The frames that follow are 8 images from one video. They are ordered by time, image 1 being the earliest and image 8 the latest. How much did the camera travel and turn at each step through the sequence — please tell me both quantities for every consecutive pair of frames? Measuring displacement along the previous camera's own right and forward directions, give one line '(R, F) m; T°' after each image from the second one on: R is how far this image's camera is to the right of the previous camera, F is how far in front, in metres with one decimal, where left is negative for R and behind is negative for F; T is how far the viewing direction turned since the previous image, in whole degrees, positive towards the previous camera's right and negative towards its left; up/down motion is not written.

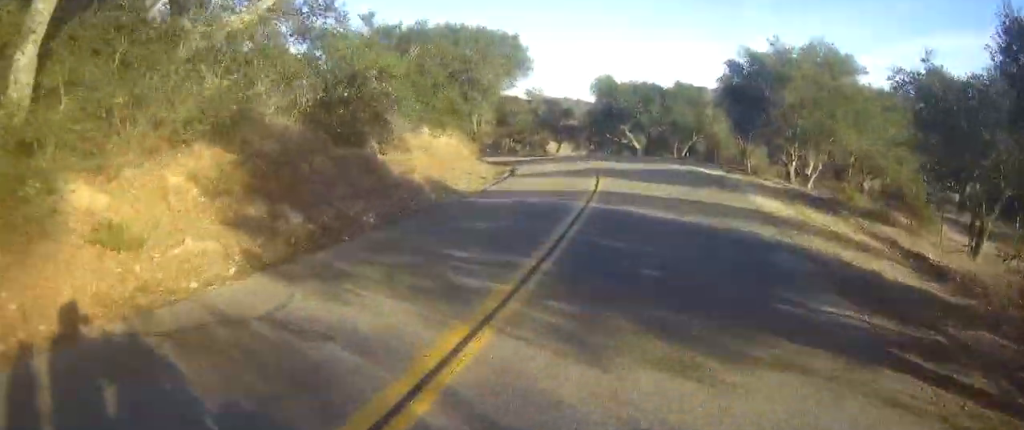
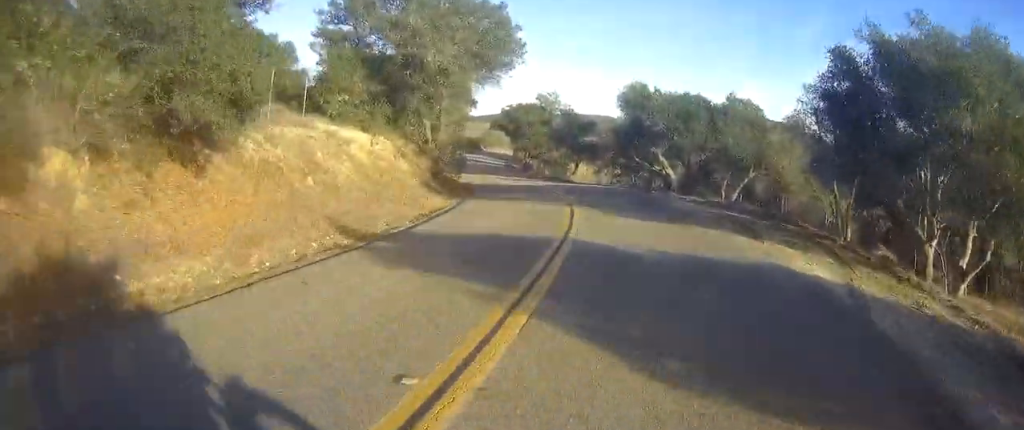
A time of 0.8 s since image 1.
(-0.1, +12.9) m; -4°
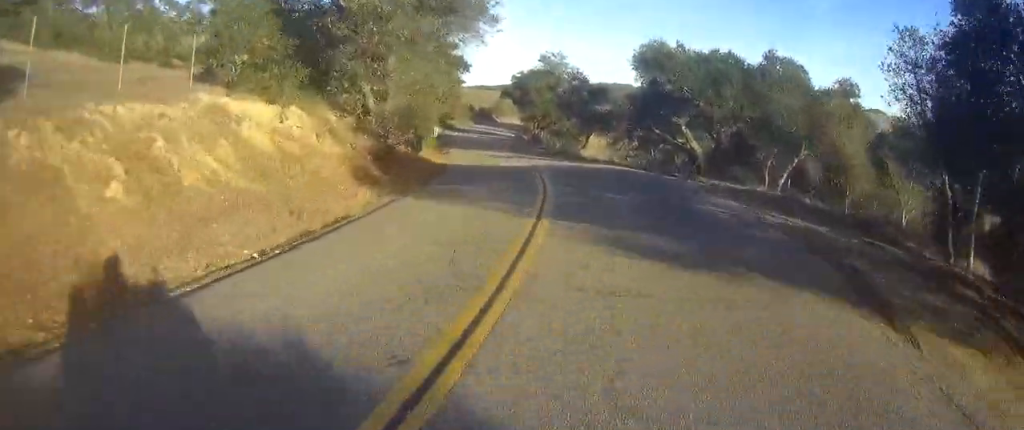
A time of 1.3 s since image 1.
(0.0, +7.1) m; -3°
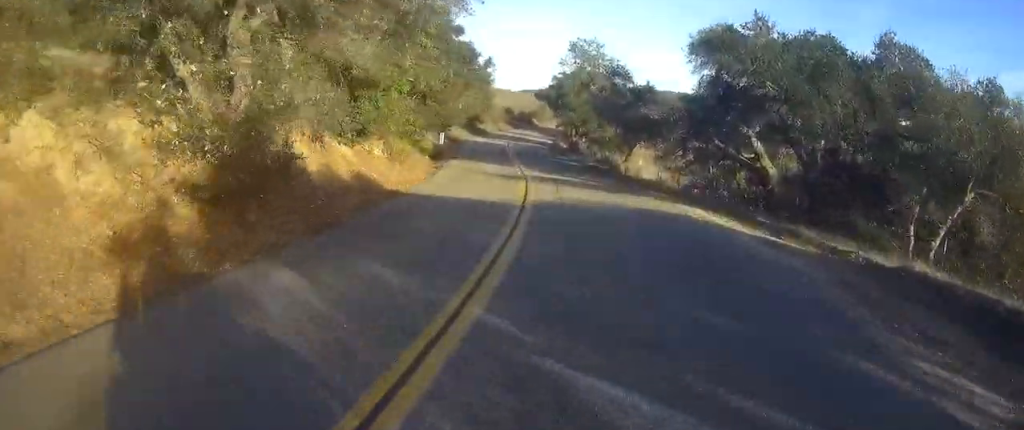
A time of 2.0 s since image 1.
(-0.7, +9.9) m; -4°
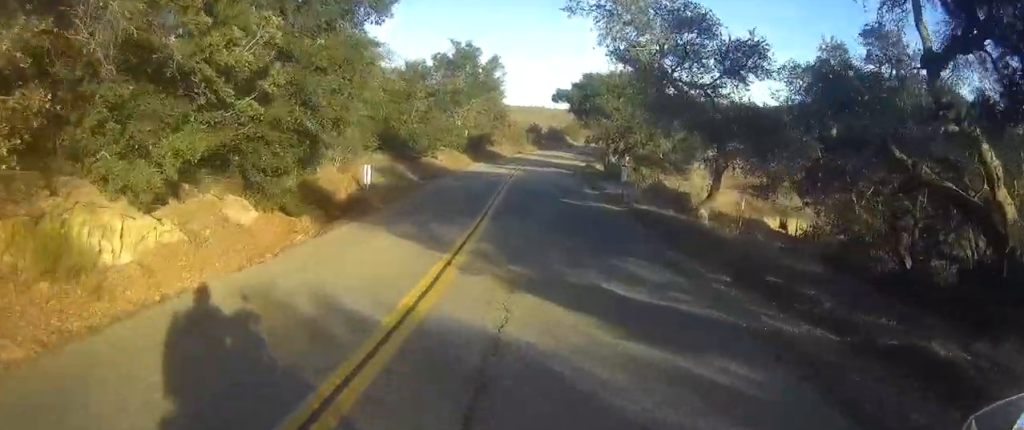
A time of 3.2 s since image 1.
(-0.7, +18.0) m; -5°
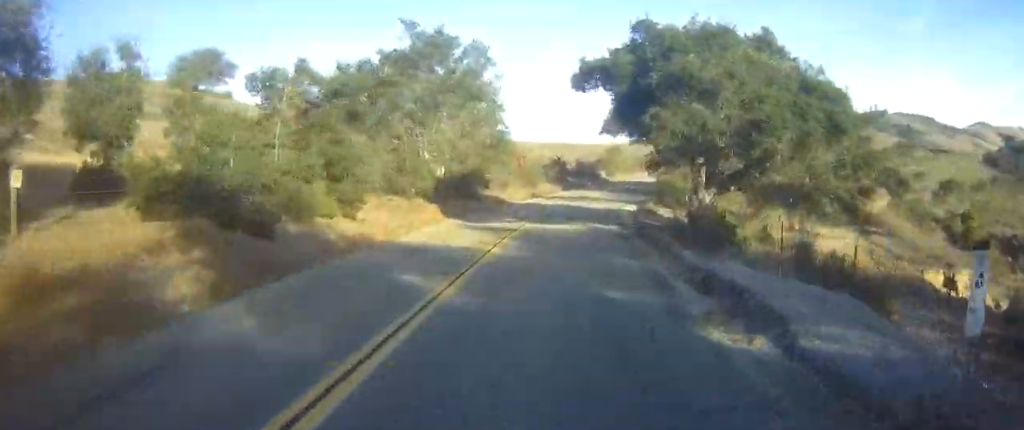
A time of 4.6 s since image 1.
(-1.5, +20.9) m; -6°
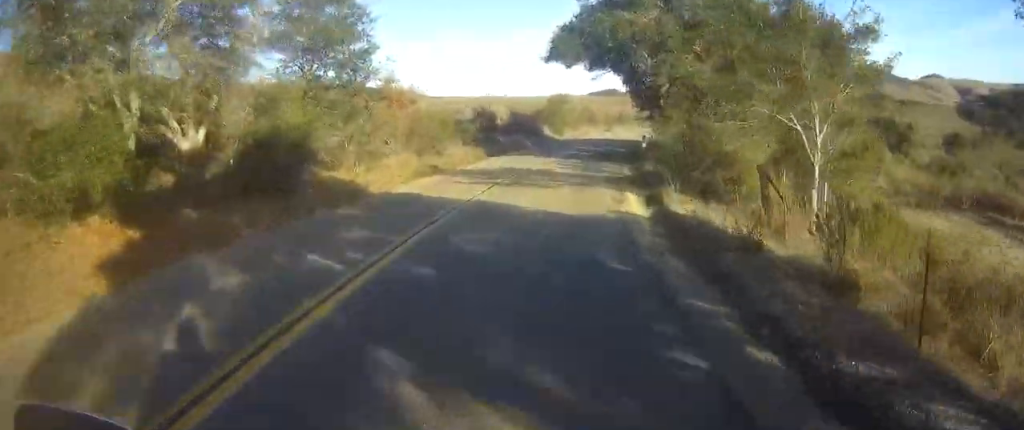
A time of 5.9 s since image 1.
(-0.3, +21.2) m; +1°
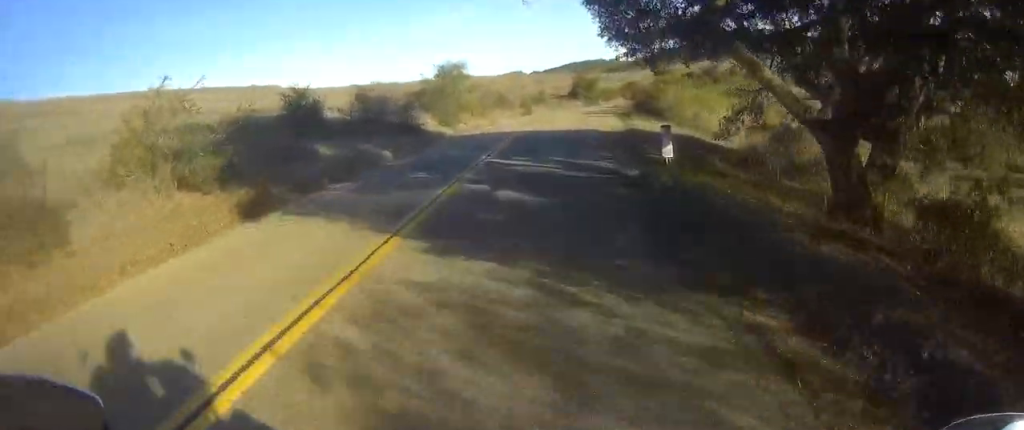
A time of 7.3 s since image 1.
(+0.8, +24.0) m; +4°
